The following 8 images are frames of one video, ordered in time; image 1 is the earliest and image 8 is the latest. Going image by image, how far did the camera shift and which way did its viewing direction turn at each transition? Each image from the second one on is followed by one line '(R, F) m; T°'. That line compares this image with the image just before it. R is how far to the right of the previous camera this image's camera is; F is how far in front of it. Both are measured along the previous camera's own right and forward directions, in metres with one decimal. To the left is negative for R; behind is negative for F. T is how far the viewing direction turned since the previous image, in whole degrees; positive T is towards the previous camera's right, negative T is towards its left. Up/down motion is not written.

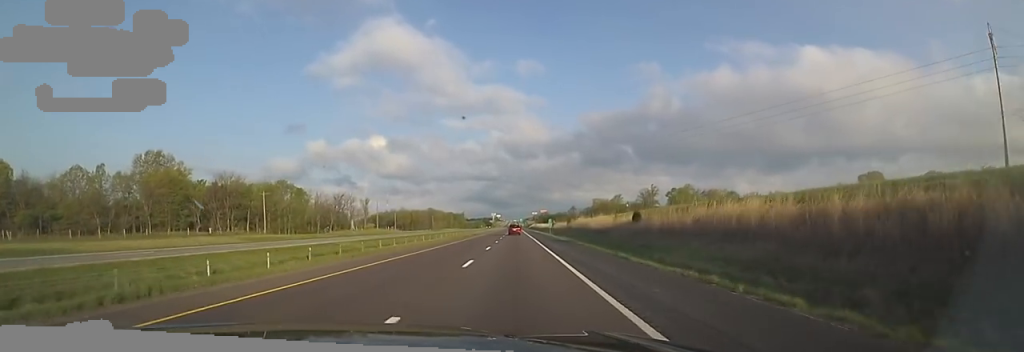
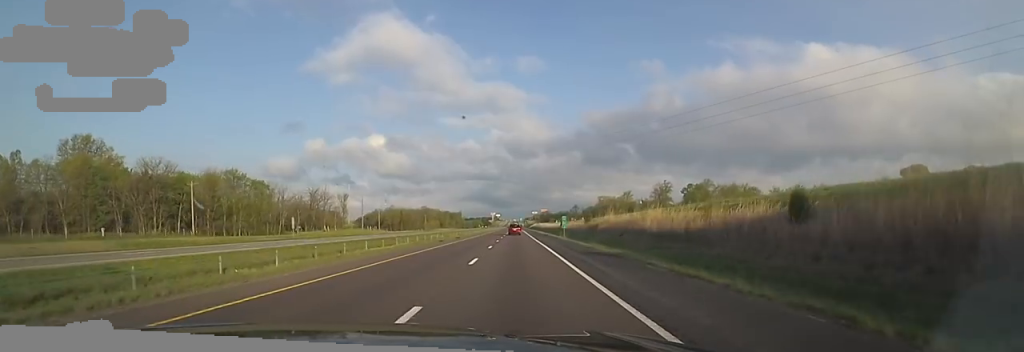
(-0.9, +23.8) m; 0°
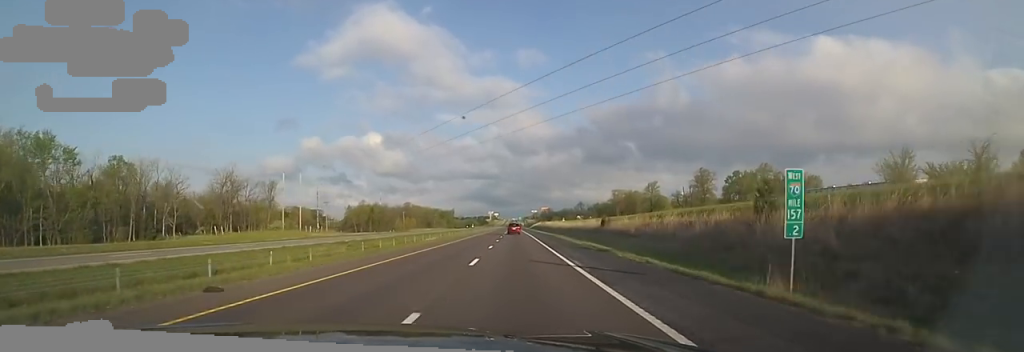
(+2.9, +49.6) m; +2°
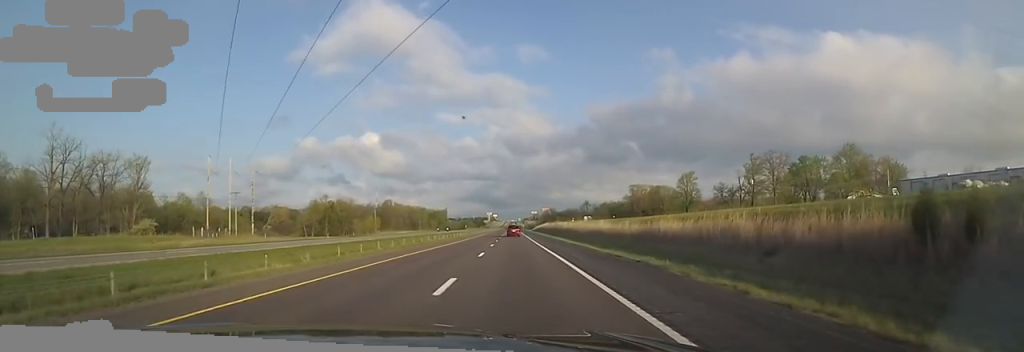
(-2.1, +44.1) m; -2°
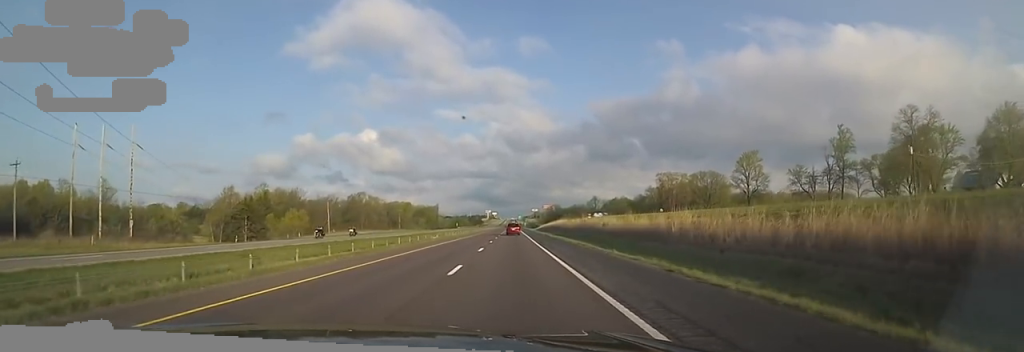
(+1.8, +45.4) m; +2°
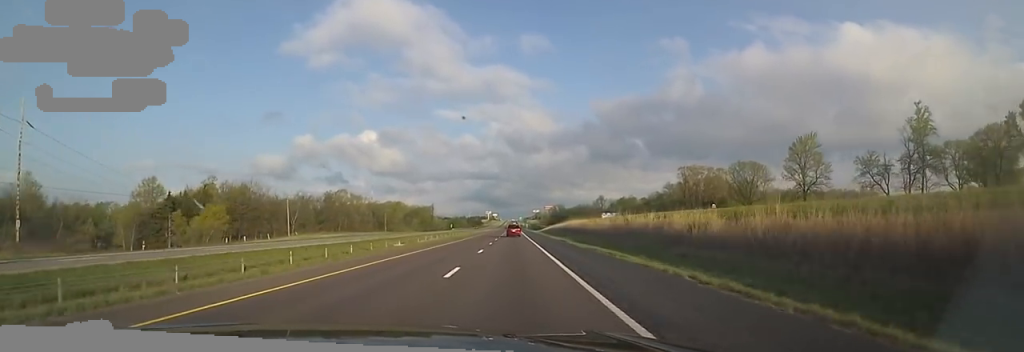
(+0.5, +24.7) m; -1°
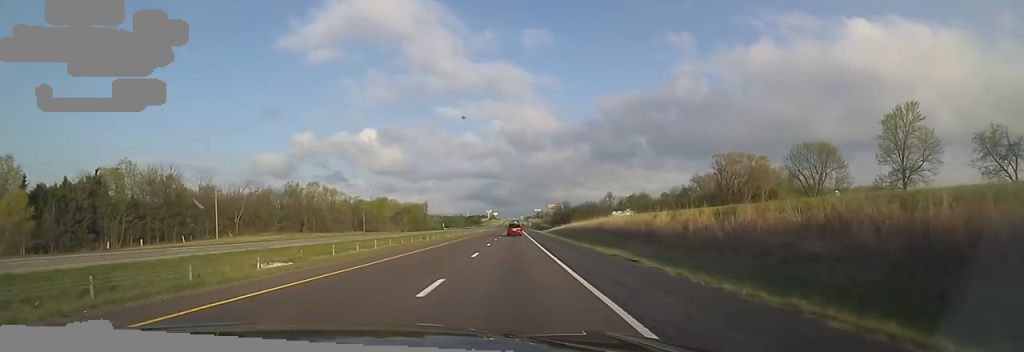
(-1.2, +27.6) m; -1°
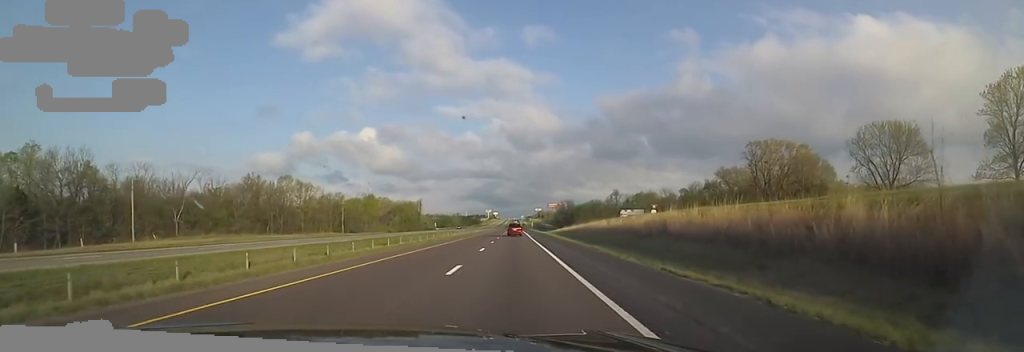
(+0.1, +19.9) m; 0°
